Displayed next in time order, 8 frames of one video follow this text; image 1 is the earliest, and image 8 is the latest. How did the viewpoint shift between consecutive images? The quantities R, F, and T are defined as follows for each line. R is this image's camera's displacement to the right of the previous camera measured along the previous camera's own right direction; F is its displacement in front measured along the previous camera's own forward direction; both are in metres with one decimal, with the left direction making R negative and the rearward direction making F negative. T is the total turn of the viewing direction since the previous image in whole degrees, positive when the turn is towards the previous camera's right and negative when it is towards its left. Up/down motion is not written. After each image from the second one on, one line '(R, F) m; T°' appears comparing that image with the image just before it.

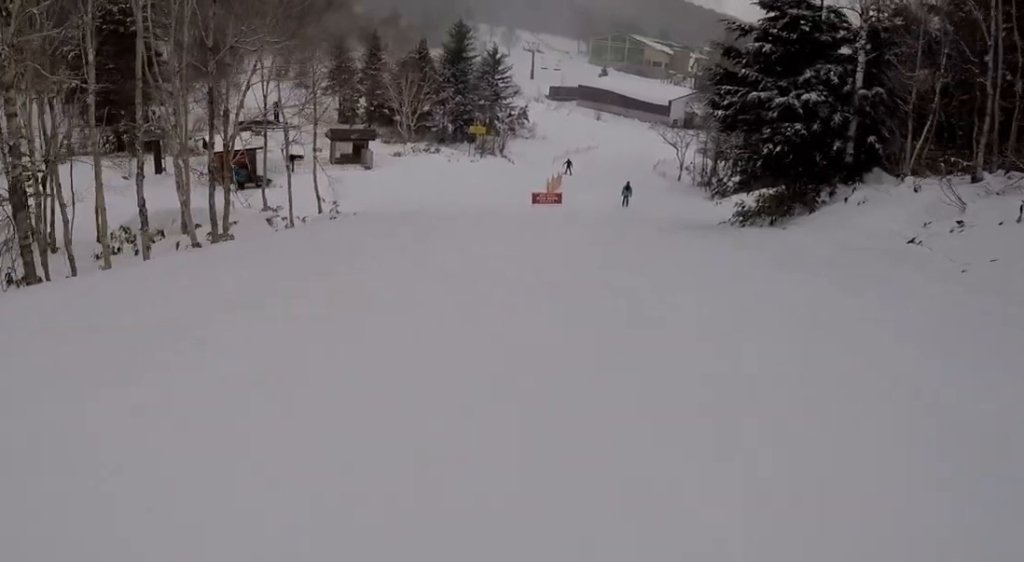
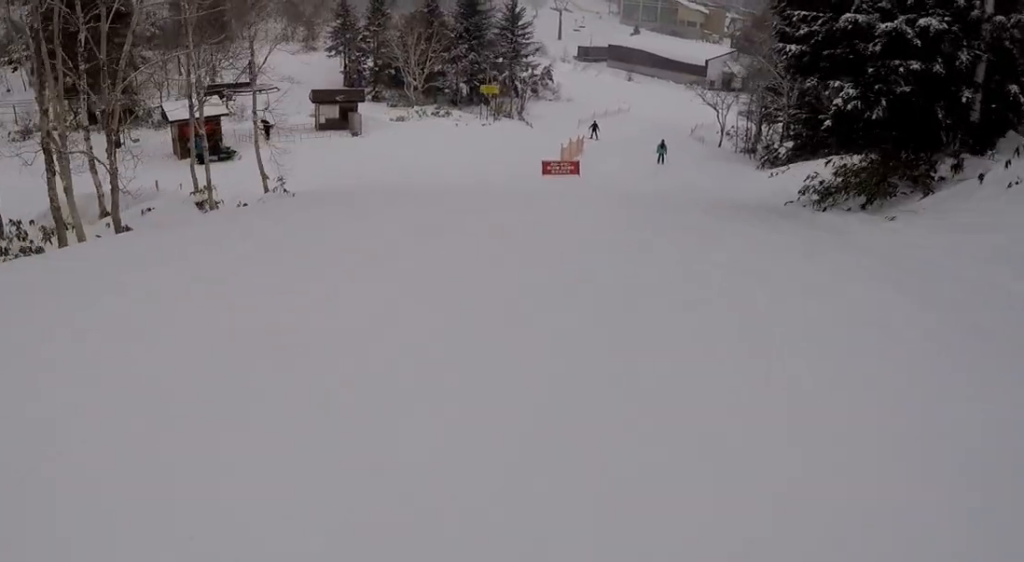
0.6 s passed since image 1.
(-0.1, +7.7) m; 0°
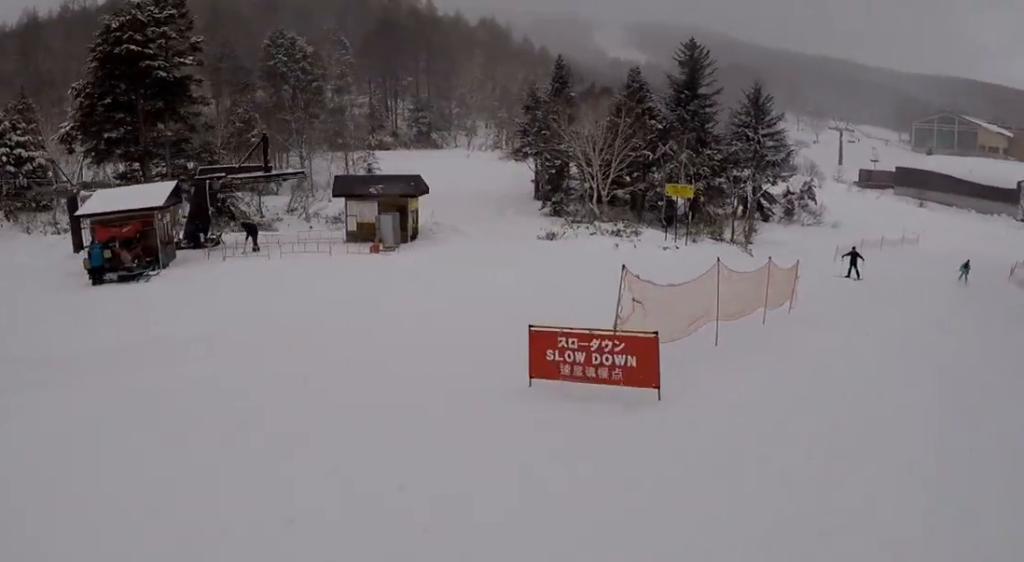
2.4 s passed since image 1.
(+1.7, +23.0) m; +4°
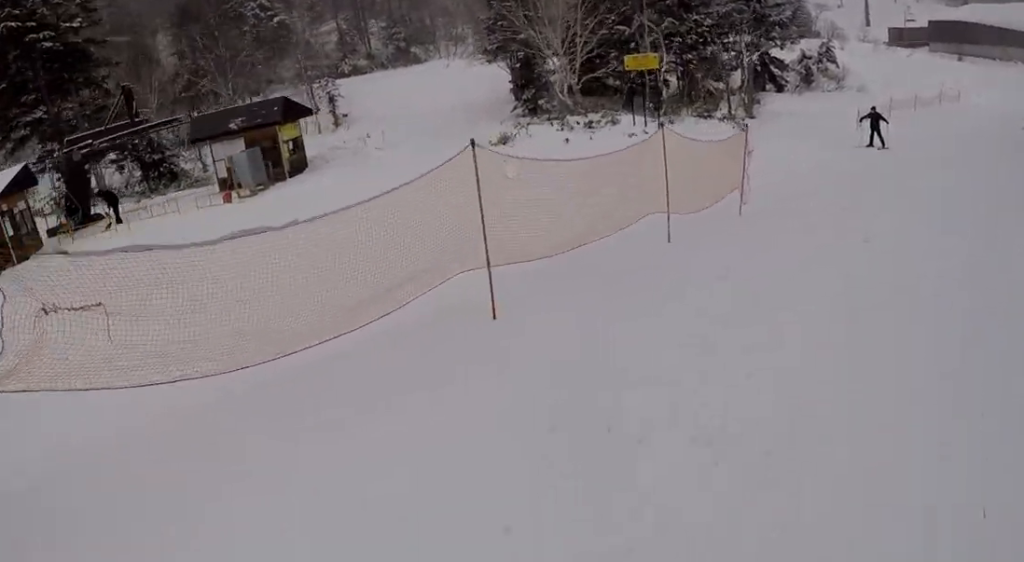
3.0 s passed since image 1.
(-0.2, +7.0) m; -2°
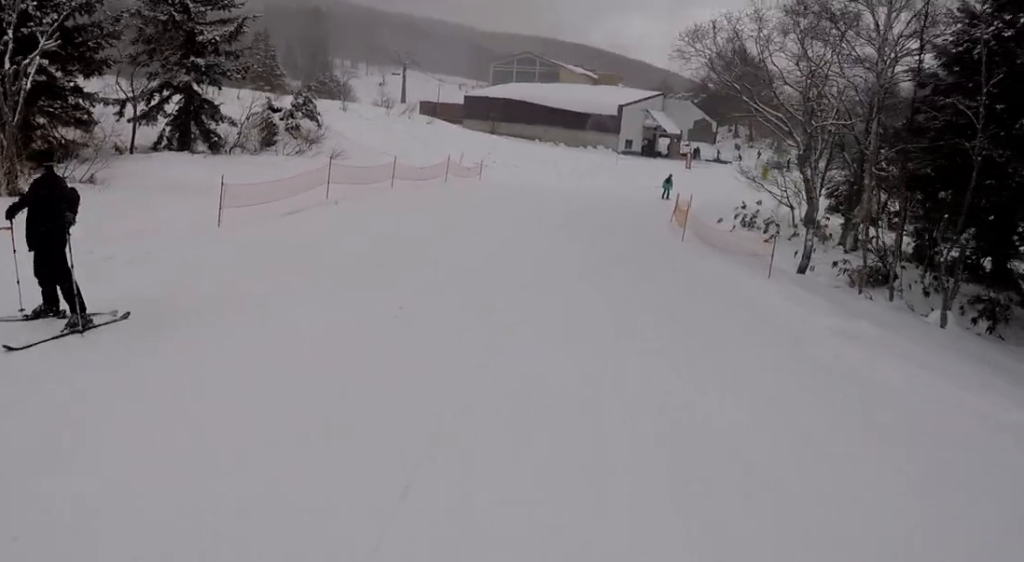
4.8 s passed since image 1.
(-0.7, +21.7) m; +4°
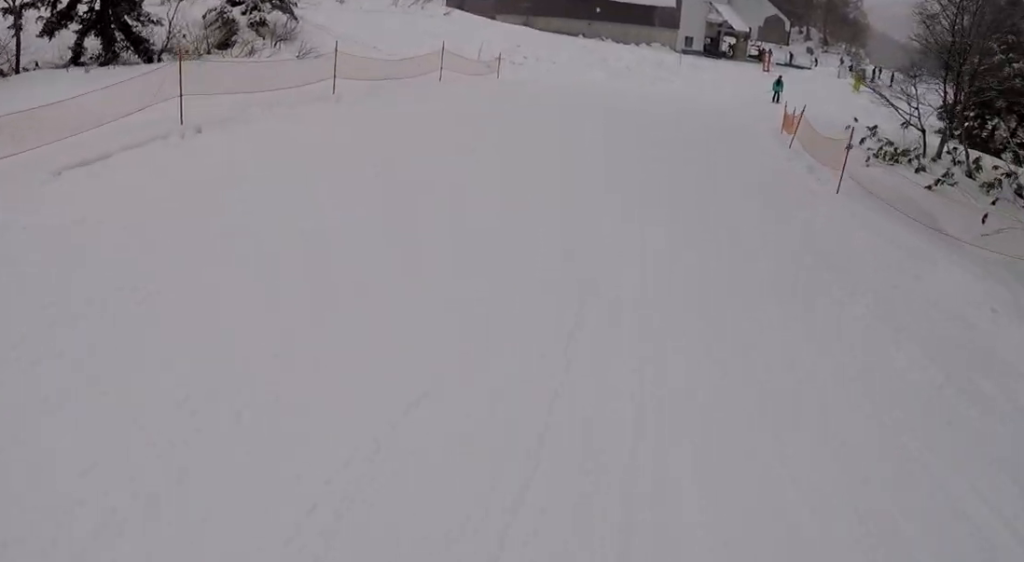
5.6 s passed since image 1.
(+0.4, +8.2) m; +8°
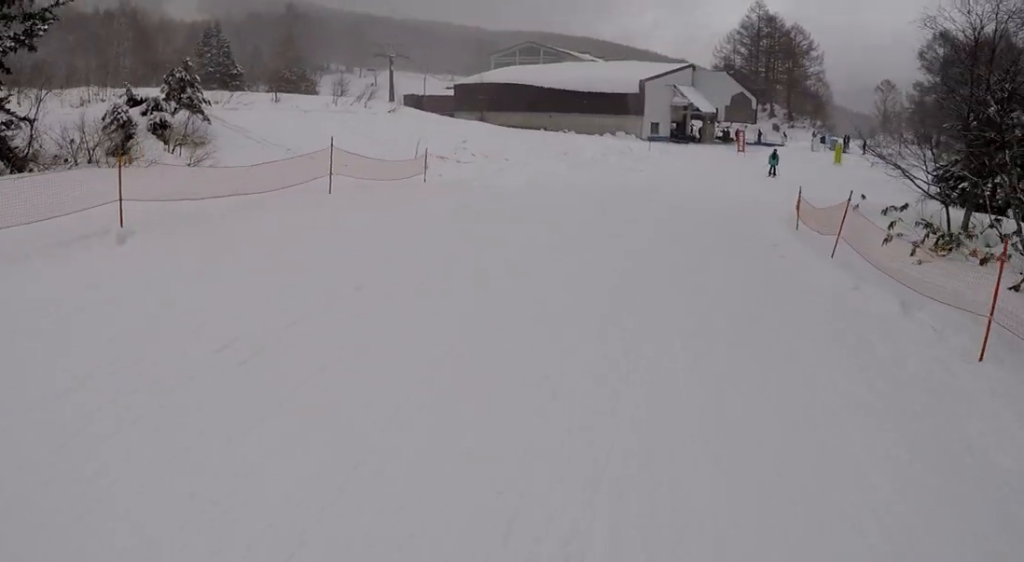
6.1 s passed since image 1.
(+0.5, +5.2) m; +5°
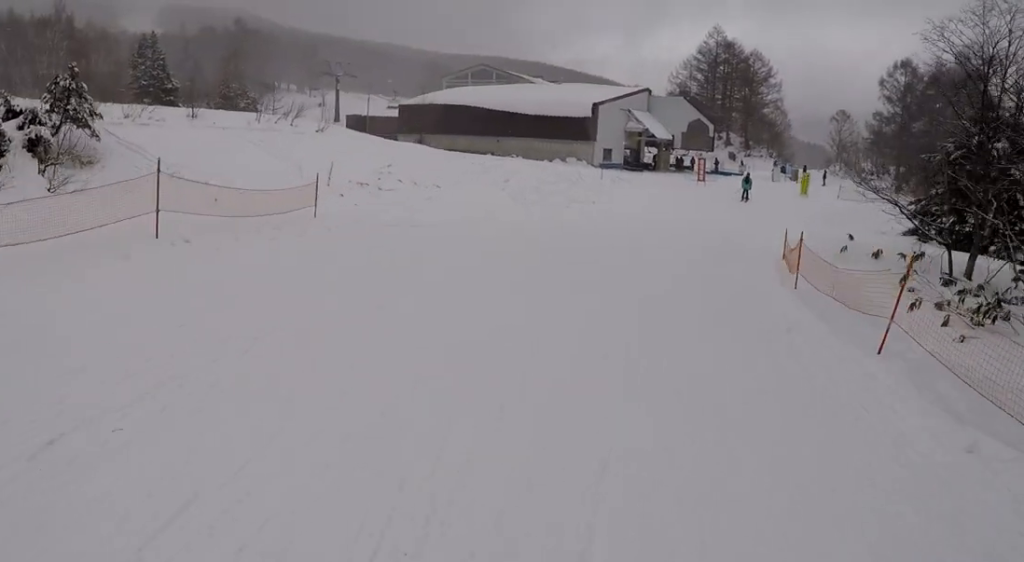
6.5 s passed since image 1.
(0.0, +3.8) m; +3°
